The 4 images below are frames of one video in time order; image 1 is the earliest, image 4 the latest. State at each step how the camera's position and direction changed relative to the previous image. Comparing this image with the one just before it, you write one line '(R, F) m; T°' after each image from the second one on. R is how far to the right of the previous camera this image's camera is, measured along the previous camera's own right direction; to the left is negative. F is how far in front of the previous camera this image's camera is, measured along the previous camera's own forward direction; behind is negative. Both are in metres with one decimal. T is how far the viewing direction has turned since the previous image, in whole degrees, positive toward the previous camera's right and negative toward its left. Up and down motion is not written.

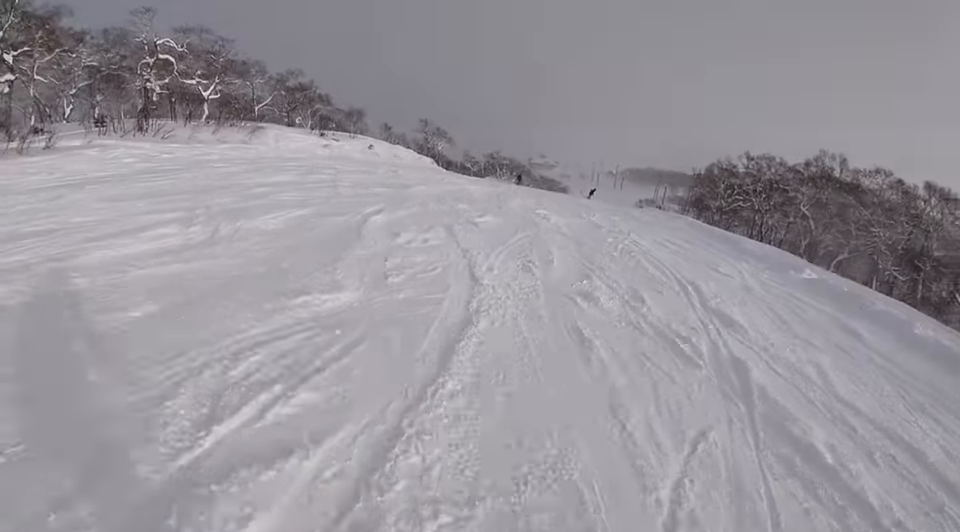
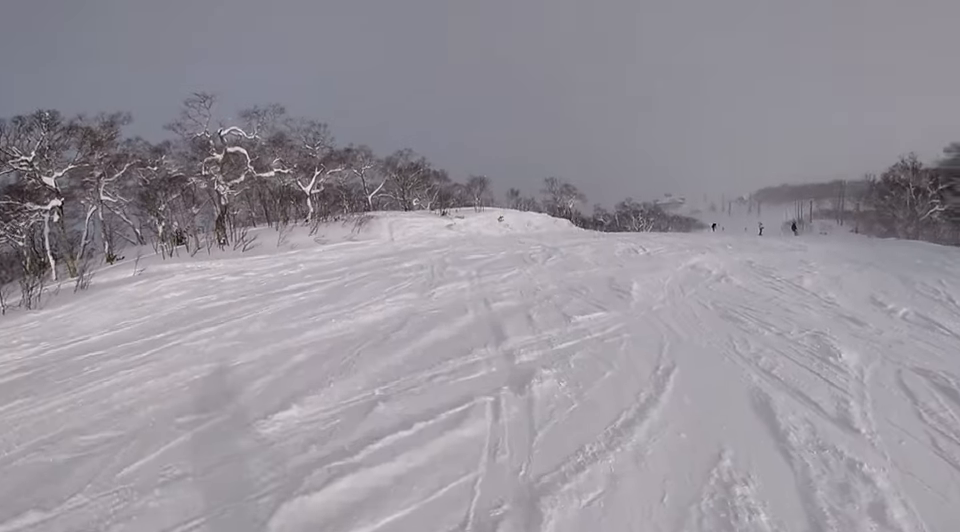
(-2.4, +9.8) m; -10°
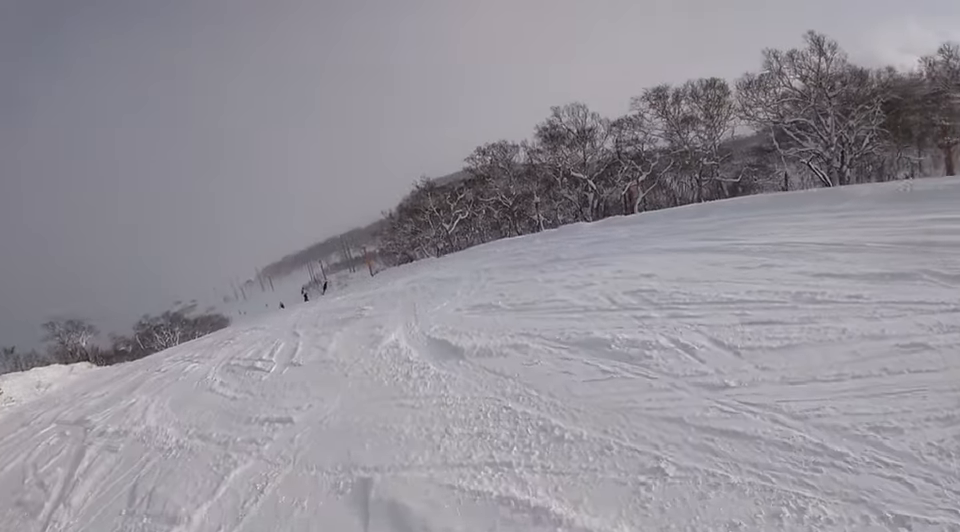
(+2.2, +9.6) m; +43°
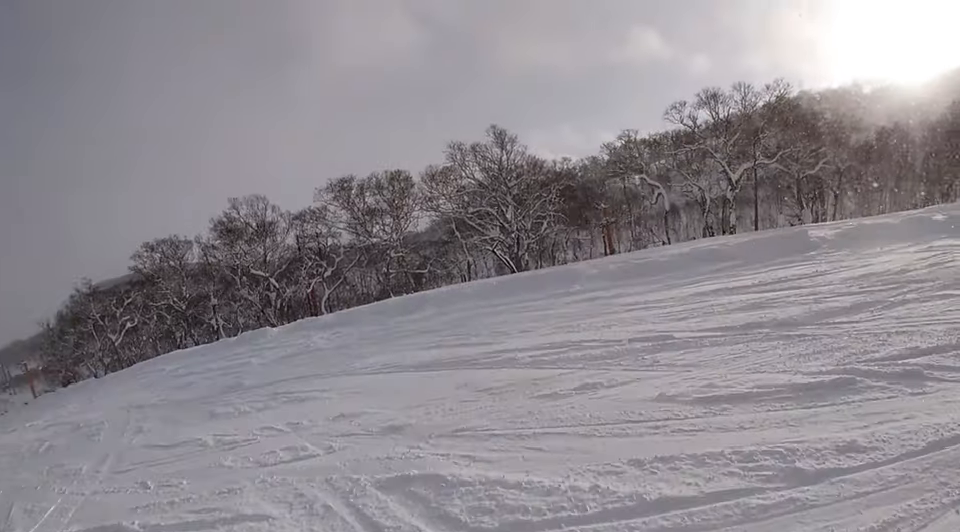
(+1.2, +2.7) m; +30°
